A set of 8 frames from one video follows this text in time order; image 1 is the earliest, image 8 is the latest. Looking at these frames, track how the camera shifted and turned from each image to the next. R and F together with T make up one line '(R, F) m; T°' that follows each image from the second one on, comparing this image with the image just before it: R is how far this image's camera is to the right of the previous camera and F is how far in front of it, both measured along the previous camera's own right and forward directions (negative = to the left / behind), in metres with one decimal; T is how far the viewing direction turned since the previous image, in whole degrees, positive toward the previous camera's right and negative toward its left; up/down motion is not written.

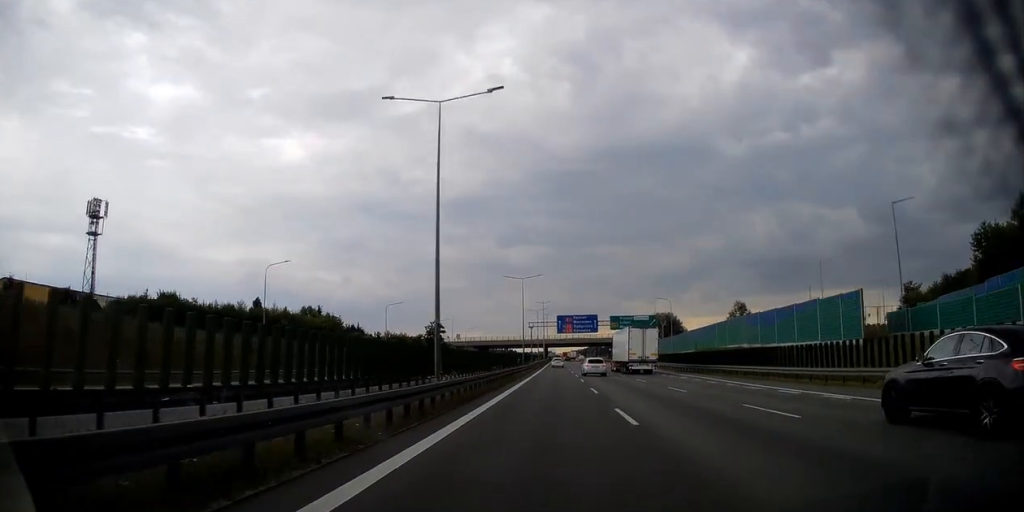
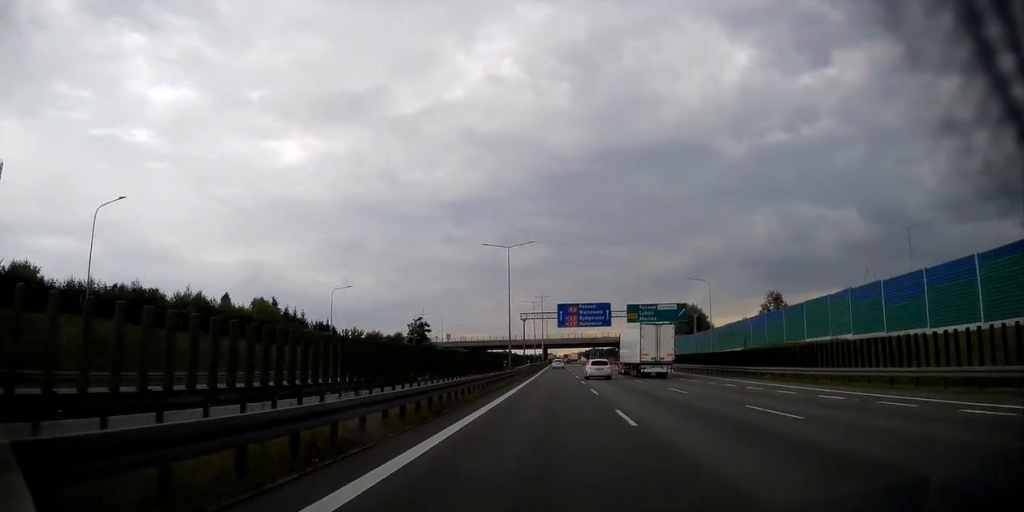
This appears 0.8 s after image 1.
(+0.2, +22.0) m; 0°
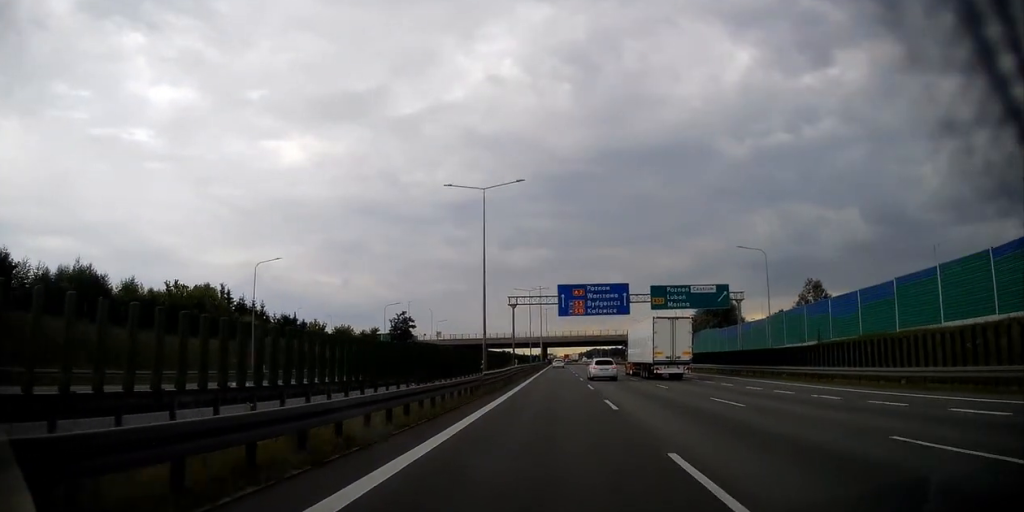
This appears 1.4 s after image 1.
(-0.2, +17.3) m; -1°
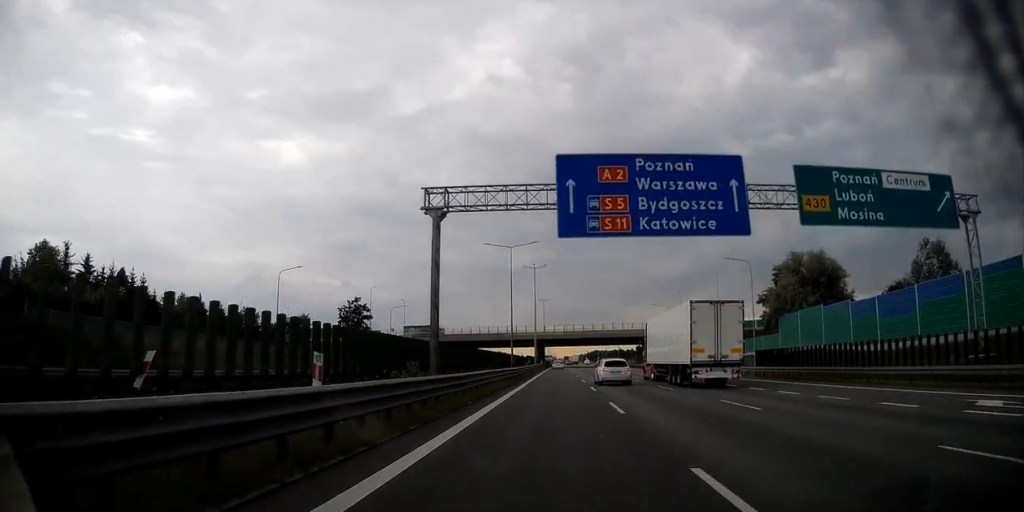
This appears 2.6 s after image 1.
(-0.4, +31.8) m; -1°
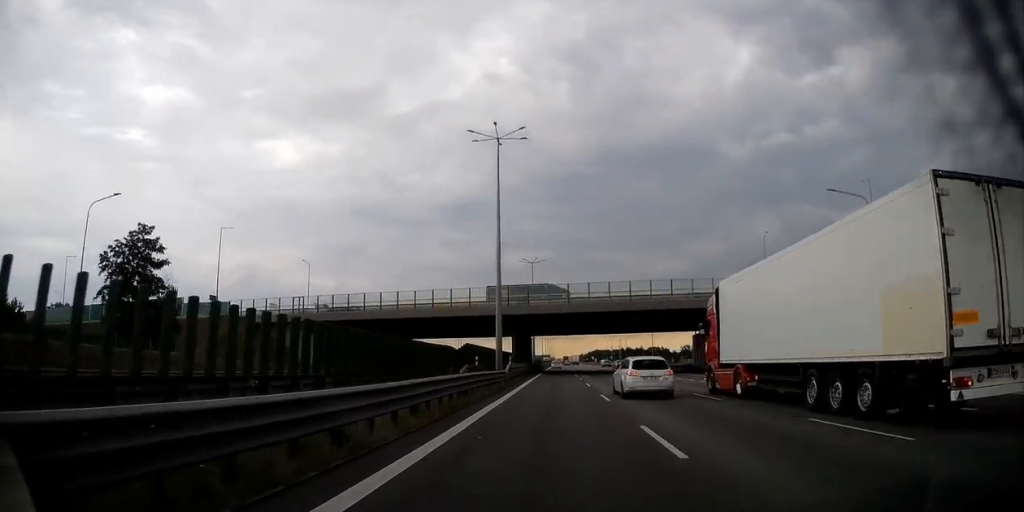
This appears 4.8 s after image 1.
(+0.6, +70.0) m; 0°
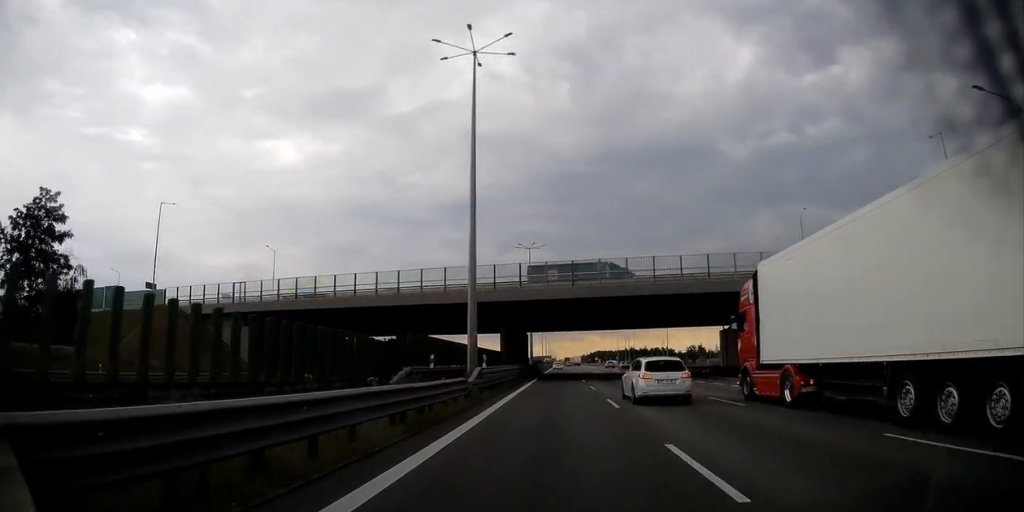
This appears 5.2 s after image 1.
(-0.2, +16.5) m; 0°
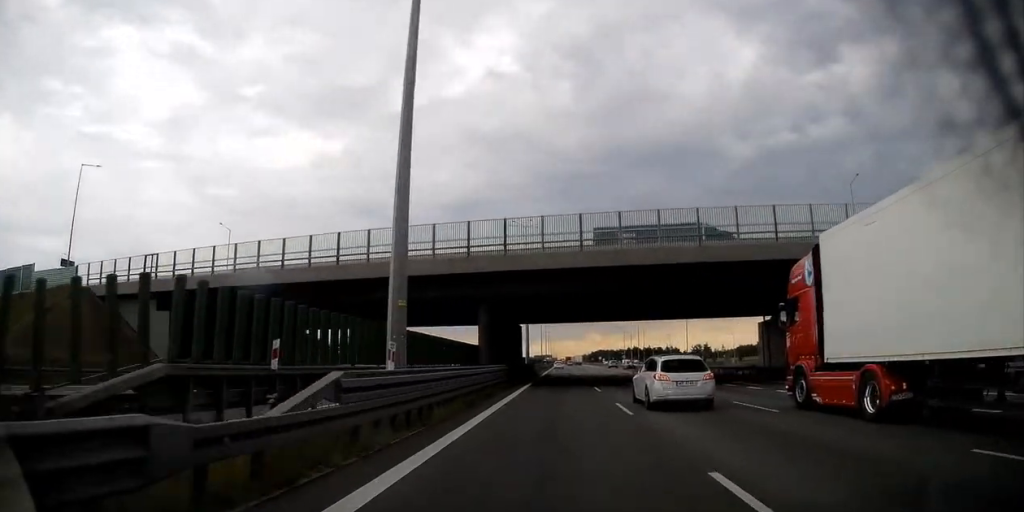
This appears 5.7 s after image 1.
(-0.1, +16.4) m; 0°
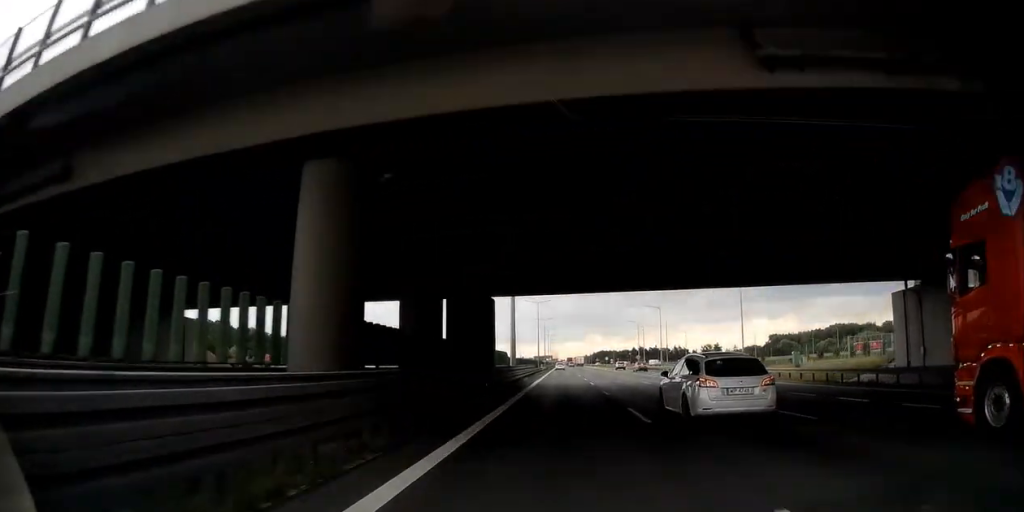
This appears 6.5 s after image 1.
(+0.2, +28.2) m; 0°
